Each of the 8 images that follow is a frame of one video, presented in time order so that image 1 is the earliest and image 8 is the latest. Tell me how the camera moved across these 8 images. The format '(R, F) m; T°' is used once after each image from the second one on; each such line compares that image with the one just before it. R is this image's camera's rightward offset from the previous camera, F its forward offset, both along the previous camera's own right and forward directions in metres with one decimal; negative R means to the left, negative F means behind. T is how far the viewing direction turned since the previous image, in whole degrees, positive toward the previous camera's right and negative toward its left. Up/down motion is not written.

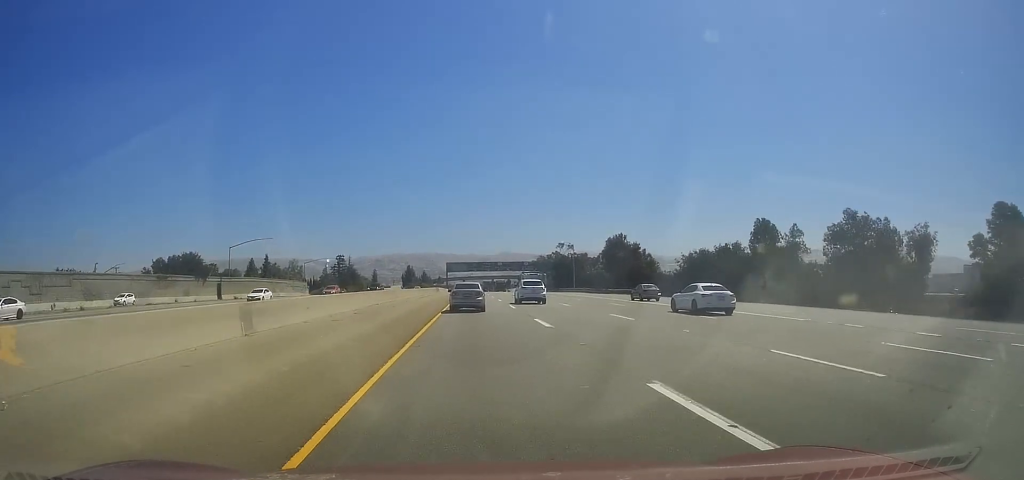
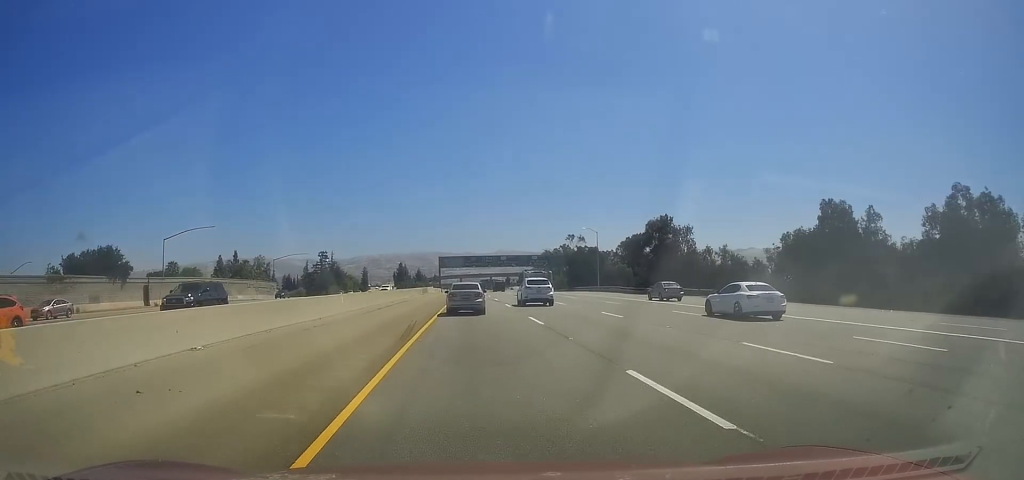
(0.0, +29.2) m; 0°
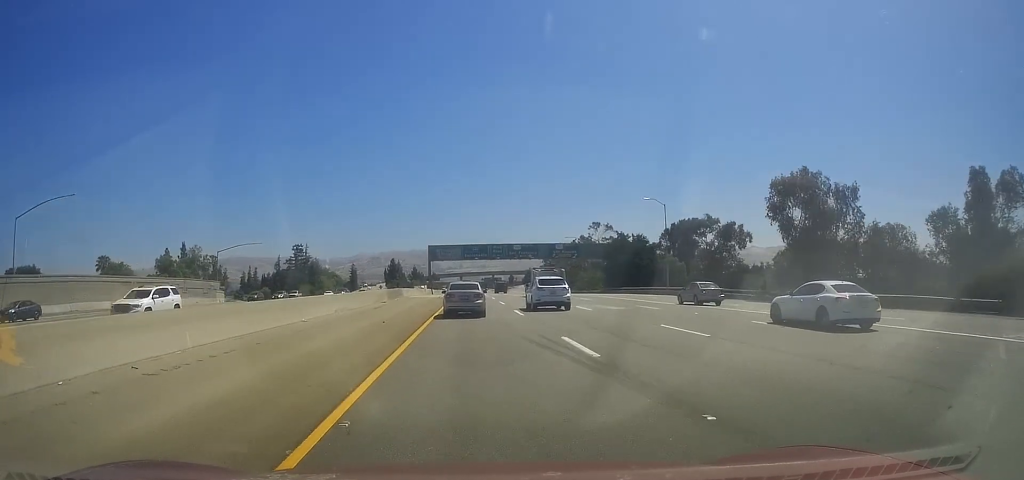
(-0.2, +40.0) m; 0°
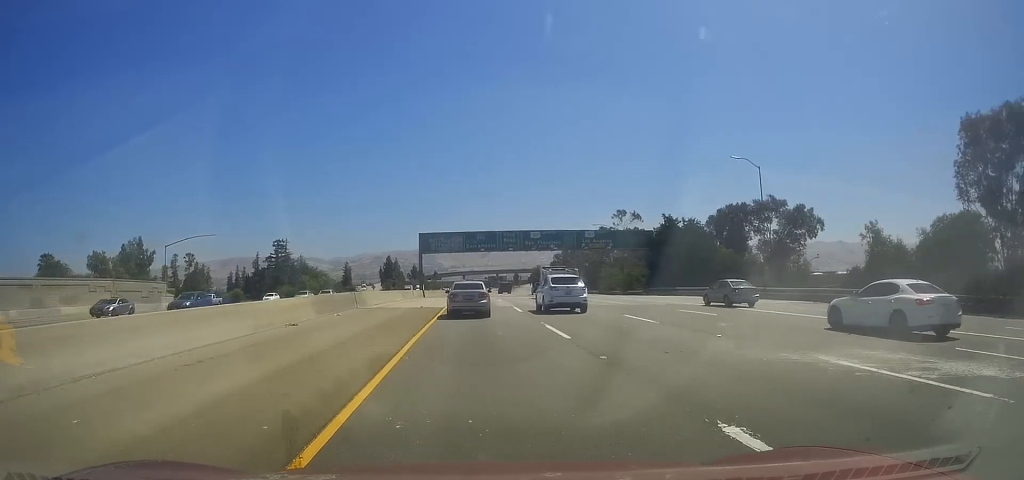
(0.0, +25.4) m; 0°
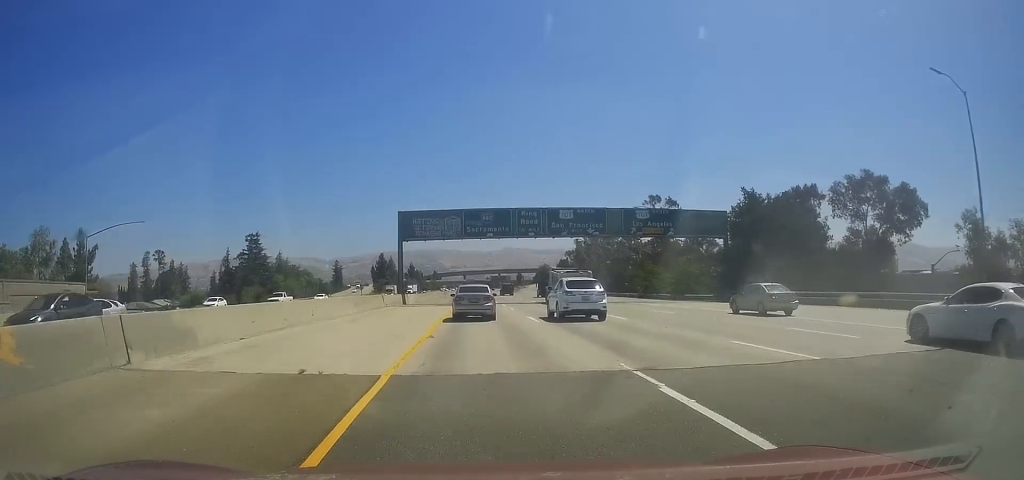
(+0.2, +25.7) m; +1°
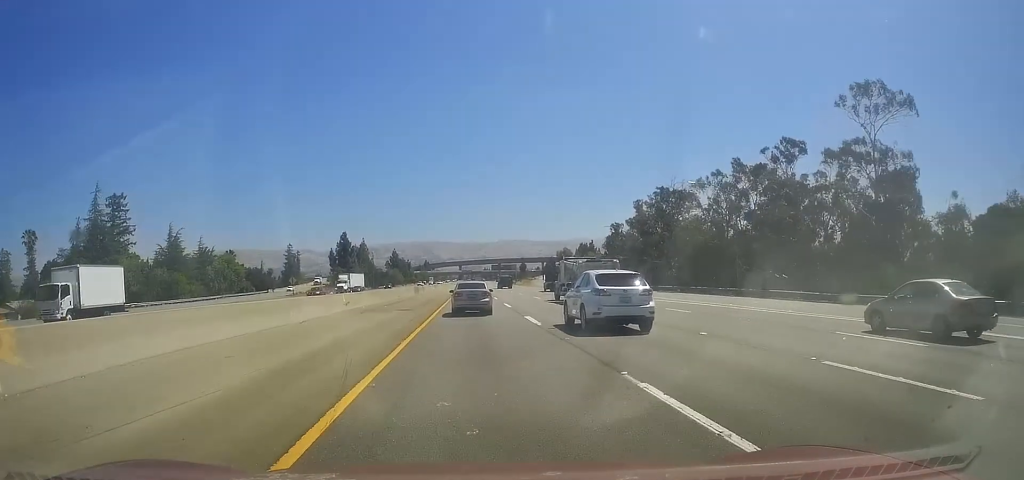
(-1.1, +69.3) m; -1°
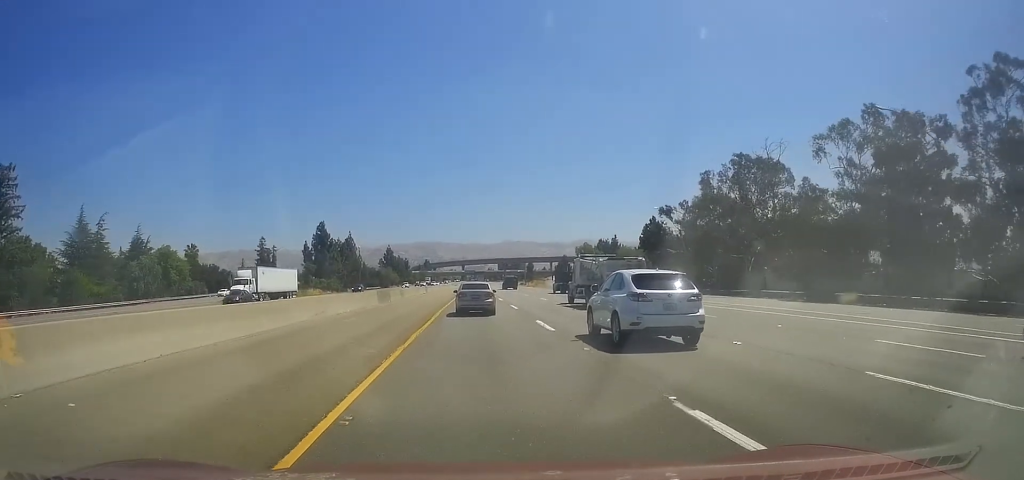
(+0.2, +31.1) m; +1°
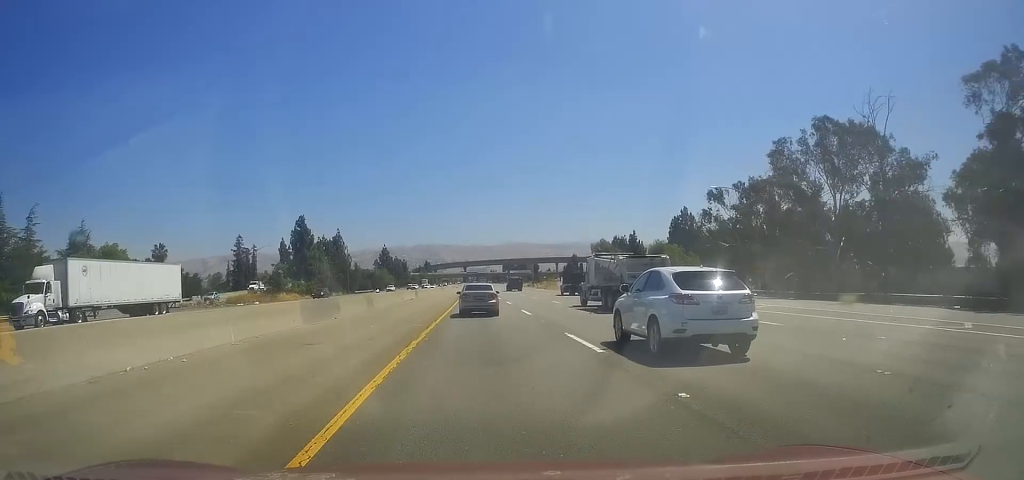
(-0.1, +19.7) m; 0°
